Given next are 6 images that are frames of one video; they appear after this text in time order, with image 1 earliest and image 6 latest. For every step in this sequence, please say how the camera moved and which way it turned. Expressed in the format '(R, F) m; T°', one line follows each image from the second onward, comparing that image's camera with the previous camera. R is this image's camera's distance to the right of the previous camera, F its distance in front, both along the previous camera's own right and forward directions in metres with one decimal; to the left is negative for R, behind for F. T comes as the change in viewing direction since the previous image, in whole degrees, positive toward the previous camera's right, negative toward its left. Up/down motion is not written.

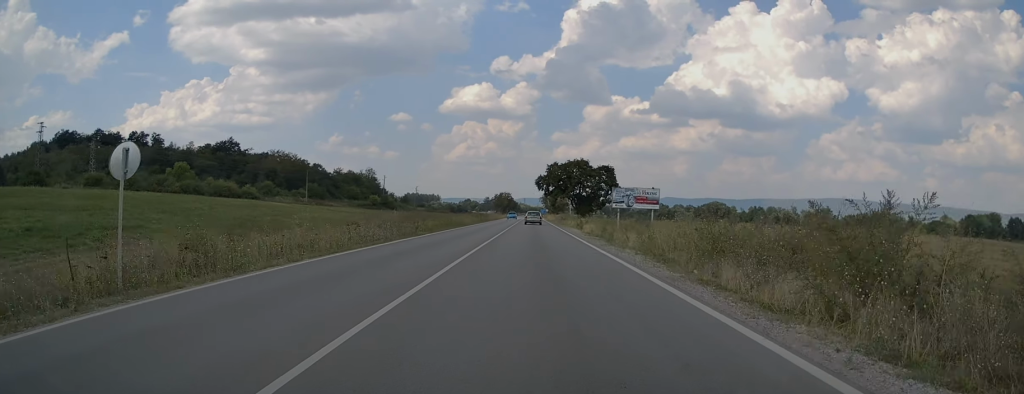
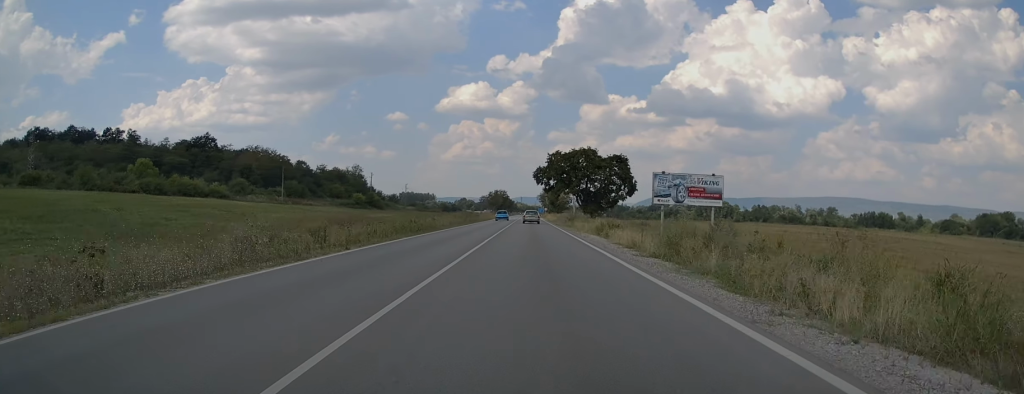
(0.0, +17.4) m; 0°
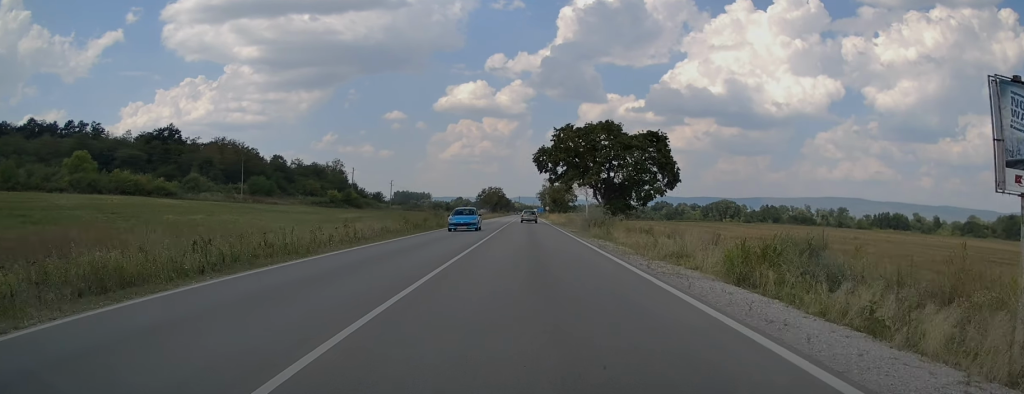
(+0.2, +25.3) m; 0°
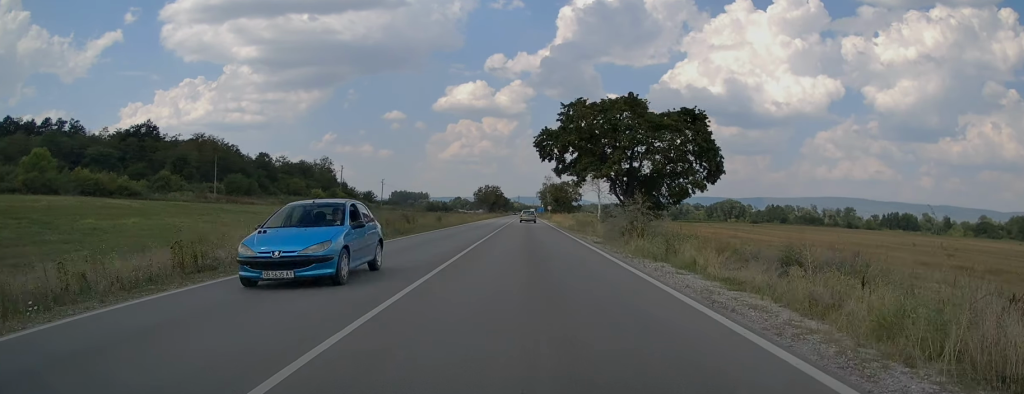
(0.0, +13.9) m; 0°
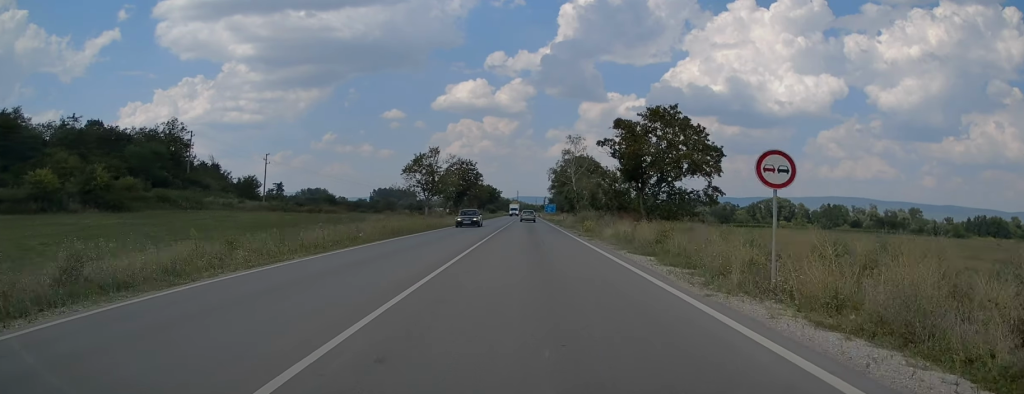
(0.0, +103.6) m; 0°
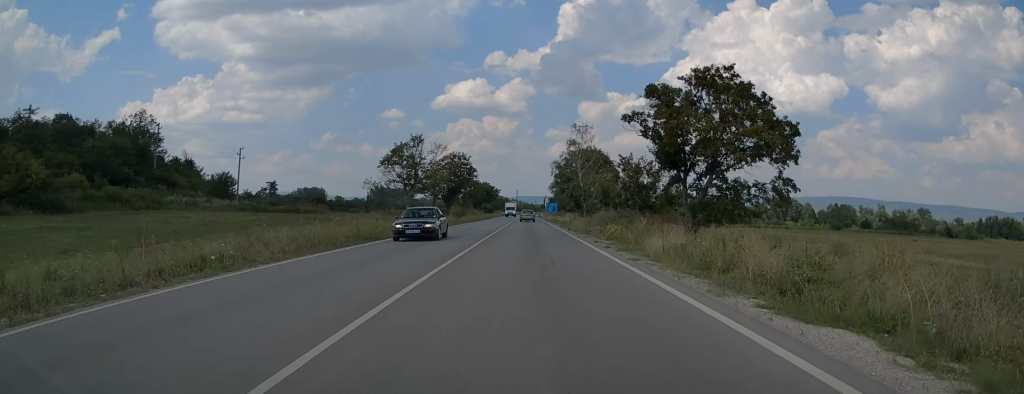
(0.0, +11.9) m; 0°
